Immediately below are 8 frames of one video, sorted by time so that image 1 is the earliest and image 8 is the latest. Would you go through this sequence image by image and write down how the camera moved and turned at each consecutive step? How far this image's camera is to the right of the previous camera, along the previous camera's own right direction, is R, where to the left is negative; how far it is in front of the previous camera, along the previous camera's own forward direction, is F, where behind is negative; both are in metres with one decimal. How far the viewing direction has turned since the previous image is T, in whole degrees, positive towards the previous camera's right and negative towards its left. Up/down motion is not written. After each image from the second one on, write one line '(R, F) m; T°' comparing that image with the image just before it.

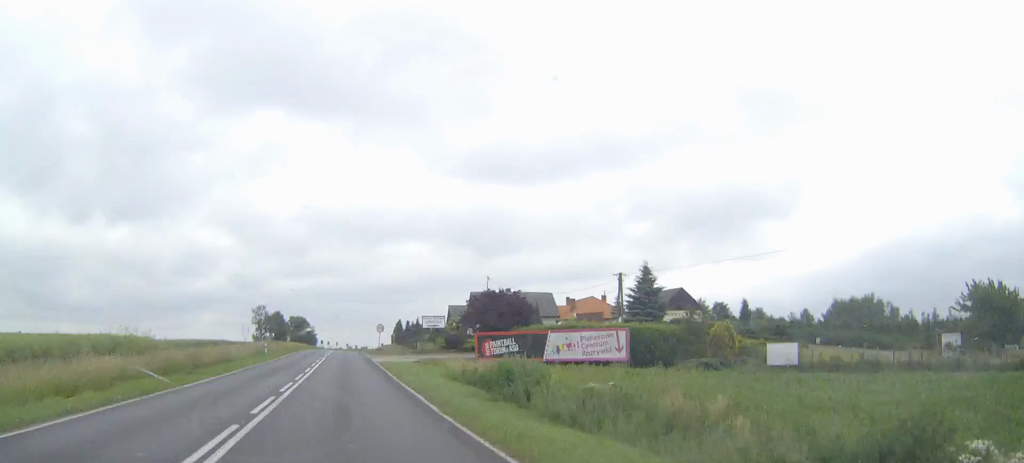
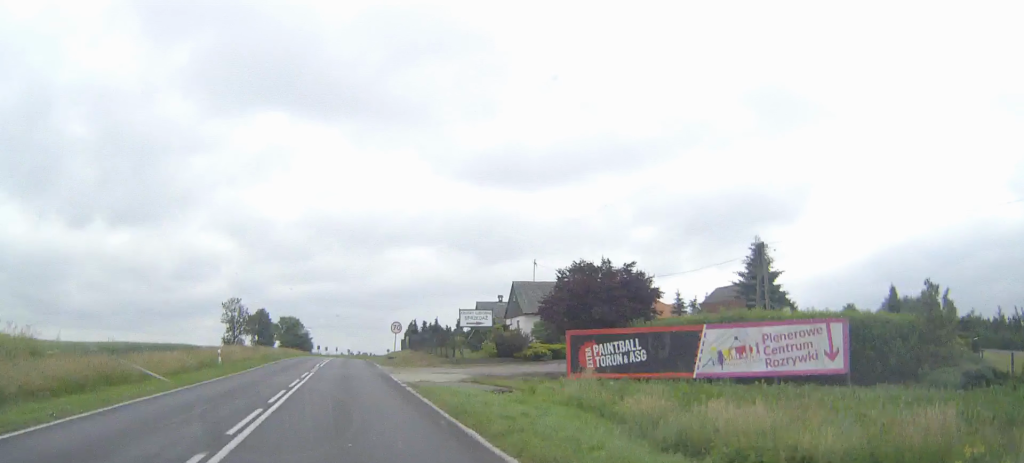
(0.0, +21.4) m; 0°
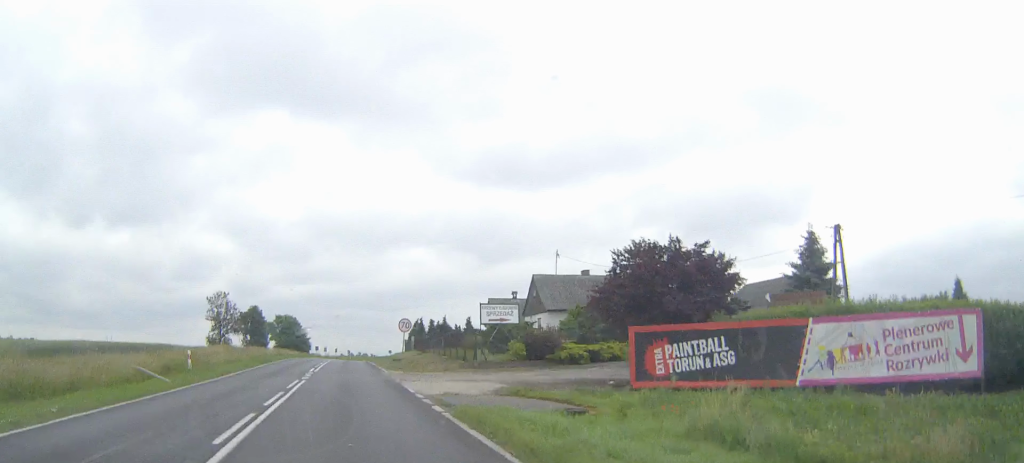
(0.0, +7.2) m; 0°
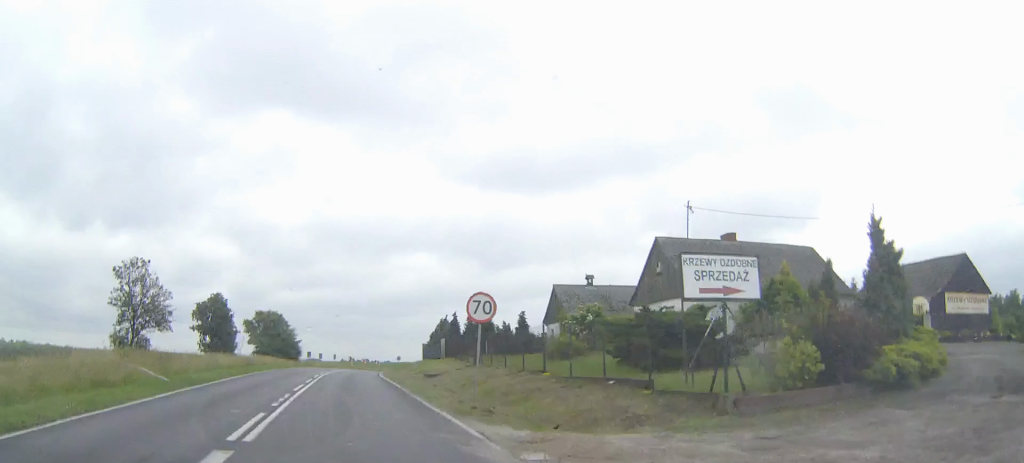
(0.0, +23.8) m; 0°
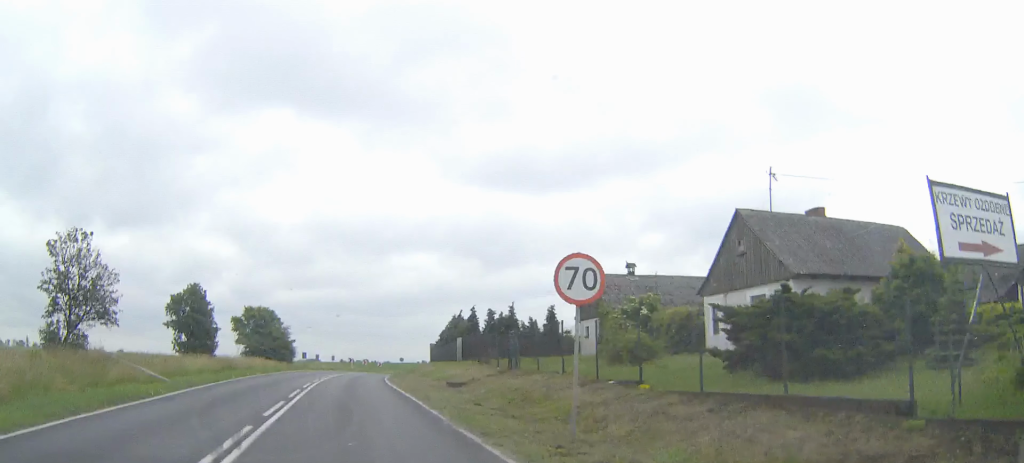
(0.0, +7.6) m; 0°
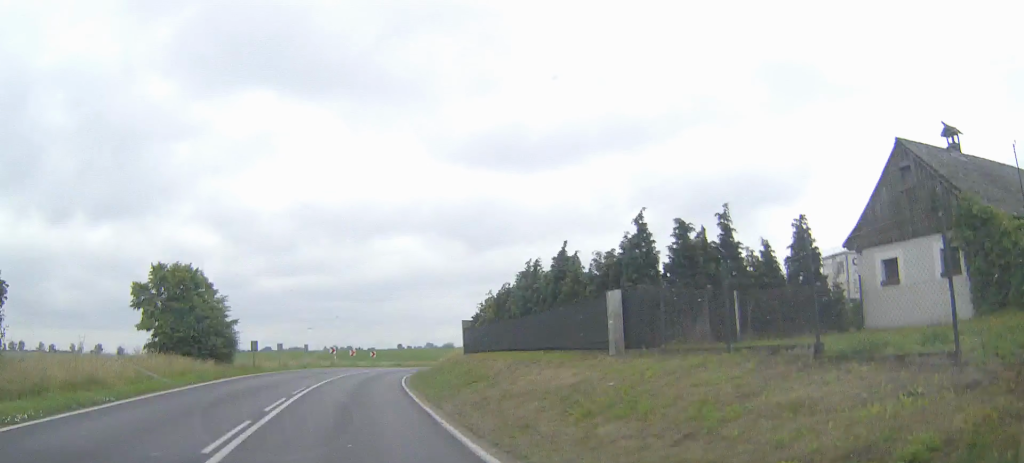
(+0.1, +29.4) m; +1°
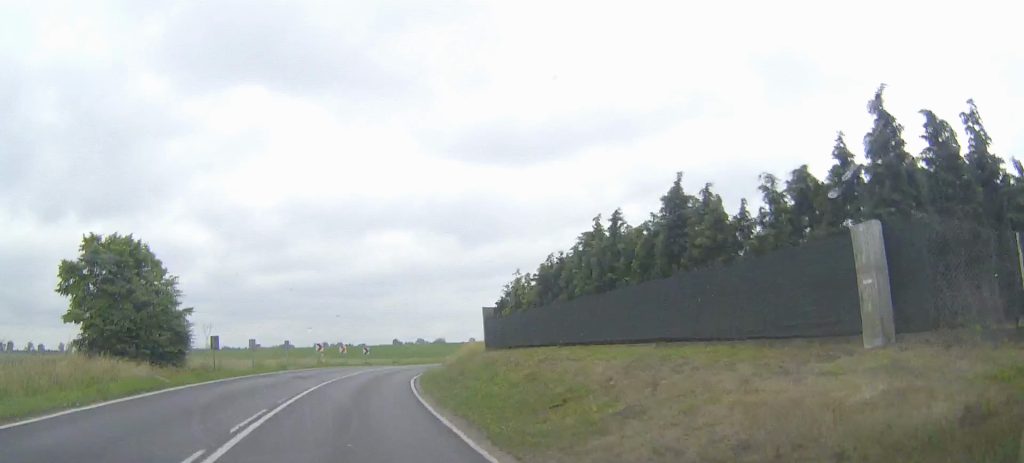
(0.0, +10.2) m; +1°
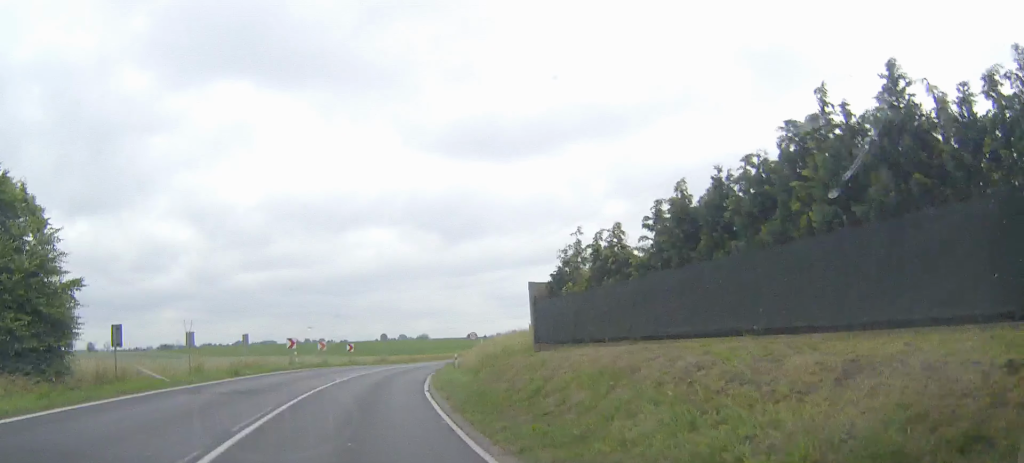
(+0.1, +12.1) m; +1°
